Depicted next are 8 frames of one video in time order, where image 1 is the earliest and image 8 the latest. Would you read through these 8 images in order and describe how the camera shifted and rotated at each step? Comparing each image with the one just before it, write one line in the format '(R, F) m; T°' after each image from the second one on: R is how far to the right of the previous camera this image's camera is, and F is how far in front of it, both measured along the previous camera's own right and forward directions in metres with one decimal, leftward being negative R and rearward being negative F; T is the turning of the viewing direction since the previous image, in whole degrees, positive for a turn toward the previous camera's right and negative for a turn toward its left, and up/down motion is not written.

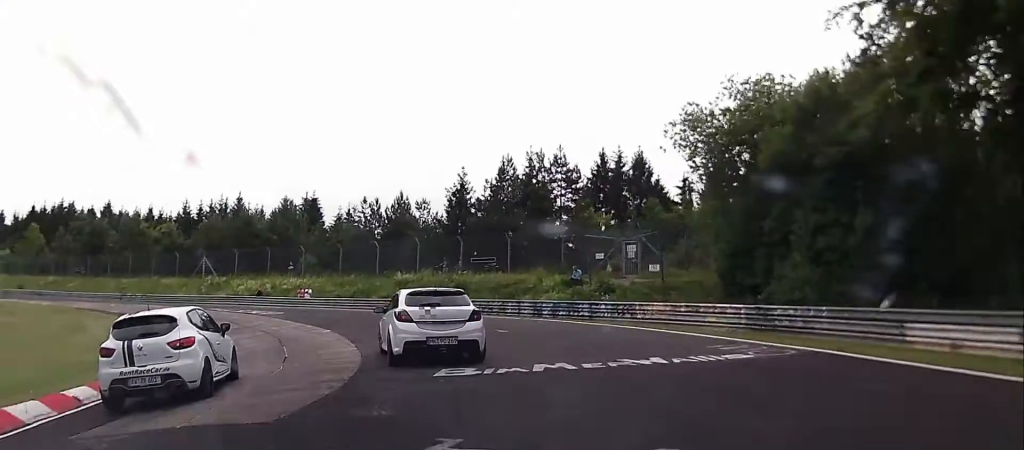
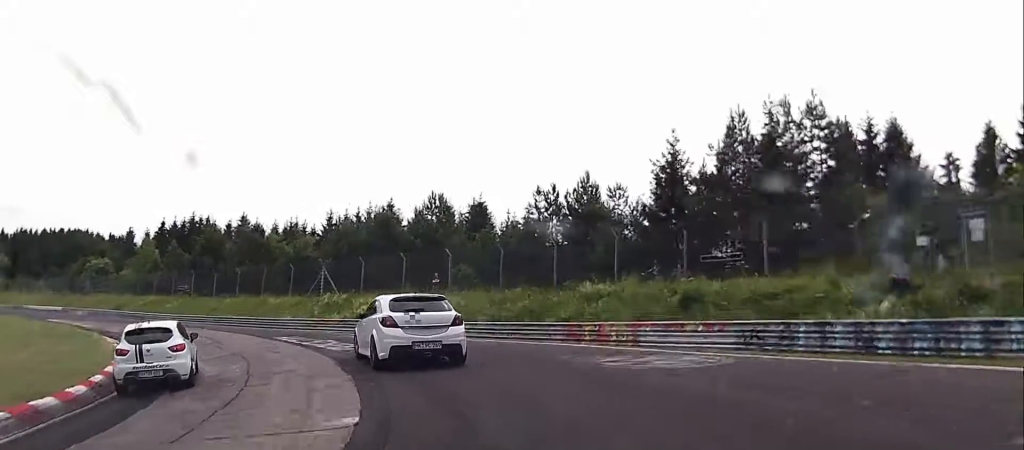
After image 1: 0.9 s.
(-2.2, +16.1) m; -22°
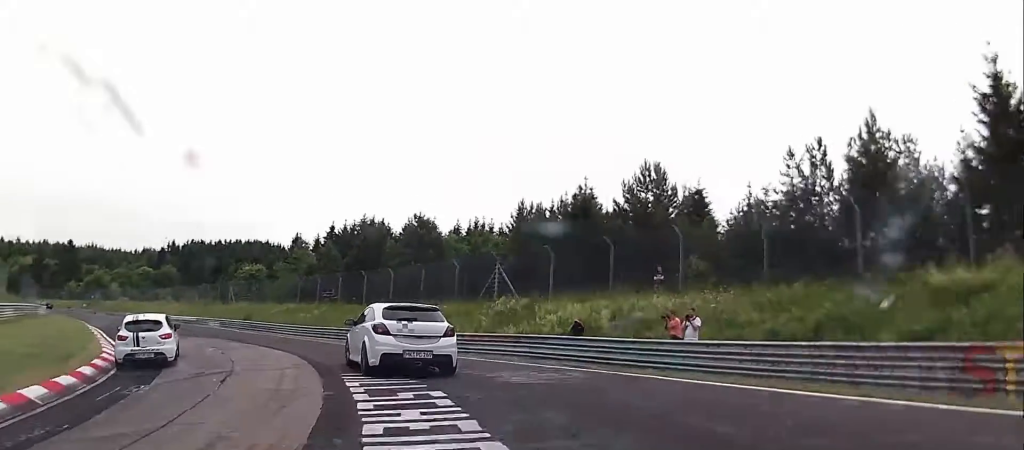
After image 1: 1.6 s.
(-3.0, +13.0) m; -17°
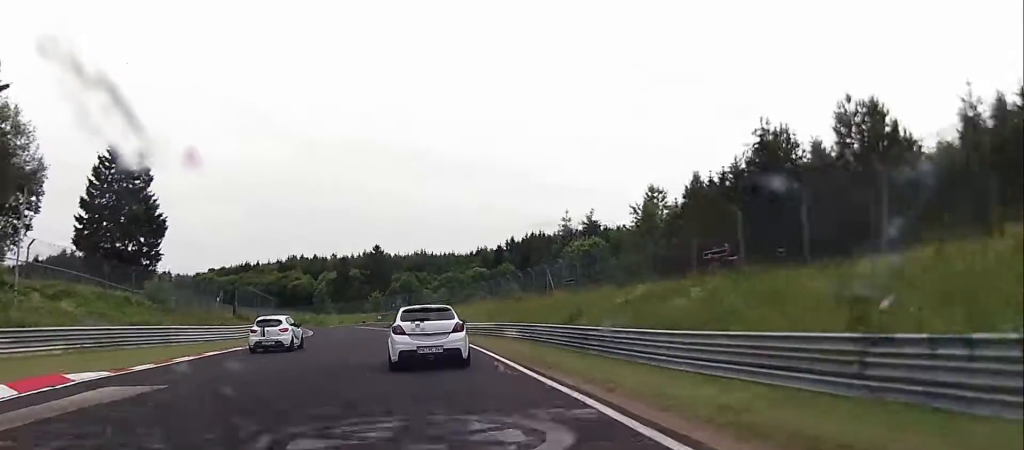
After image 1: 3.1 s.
(-7.2, +27.7) m; -24°
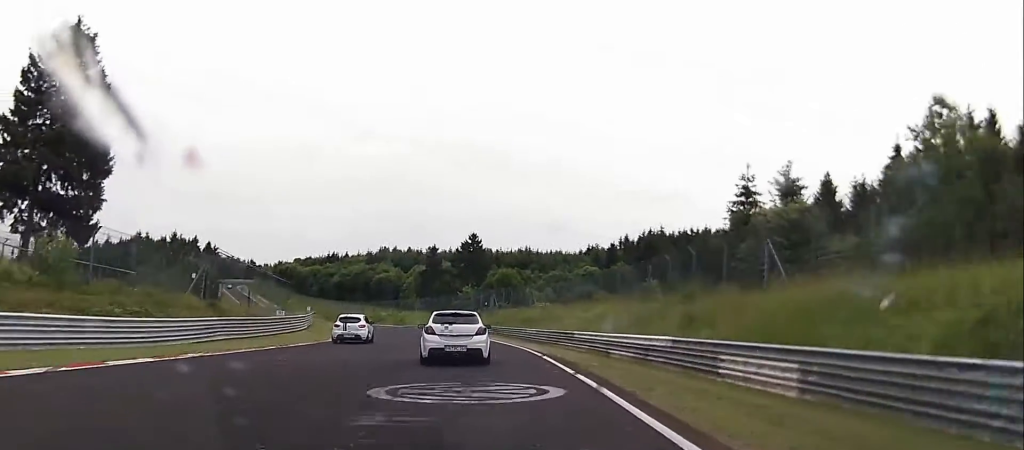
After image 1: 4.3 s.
(-2.7, +25.9) m; -9°
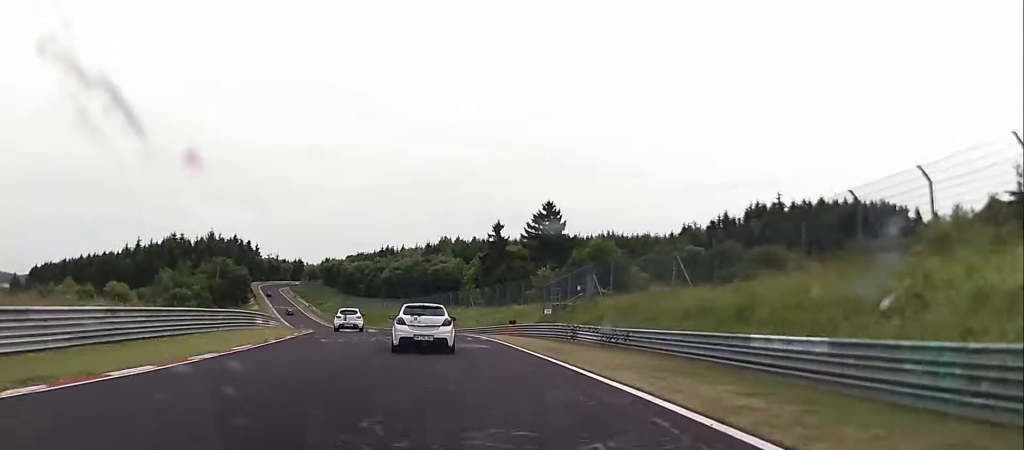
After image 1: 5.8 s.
(-2.3, +36.6) m; -7°
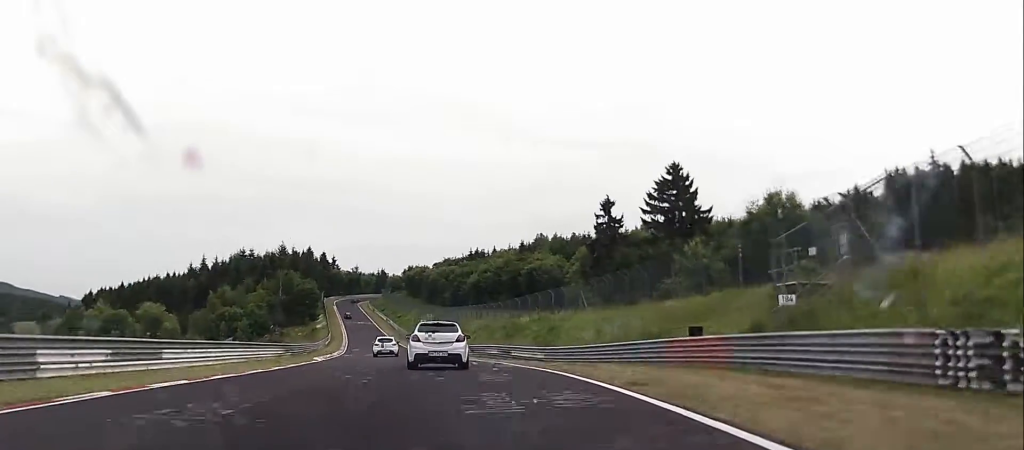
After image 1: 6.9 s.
(-0.8, +28.3) m; -5°
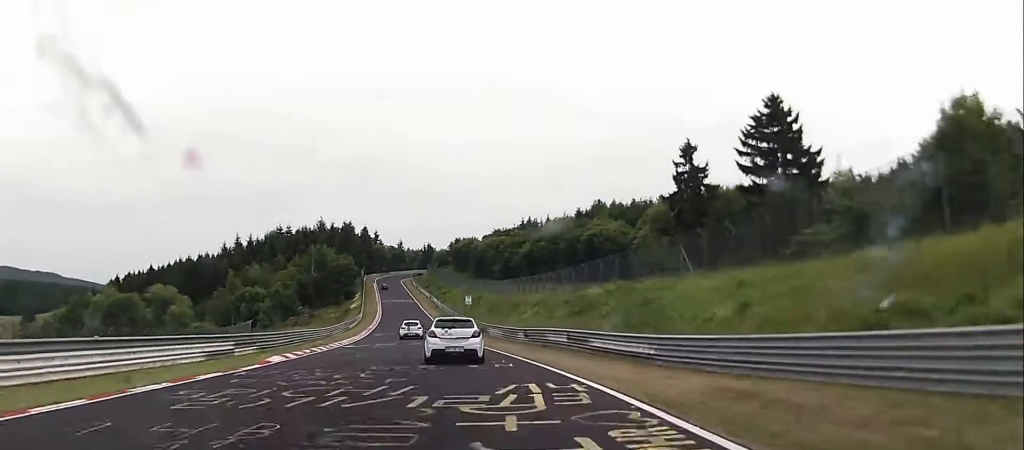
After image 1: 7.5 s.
(-1.1, +17.1) m; -4°
